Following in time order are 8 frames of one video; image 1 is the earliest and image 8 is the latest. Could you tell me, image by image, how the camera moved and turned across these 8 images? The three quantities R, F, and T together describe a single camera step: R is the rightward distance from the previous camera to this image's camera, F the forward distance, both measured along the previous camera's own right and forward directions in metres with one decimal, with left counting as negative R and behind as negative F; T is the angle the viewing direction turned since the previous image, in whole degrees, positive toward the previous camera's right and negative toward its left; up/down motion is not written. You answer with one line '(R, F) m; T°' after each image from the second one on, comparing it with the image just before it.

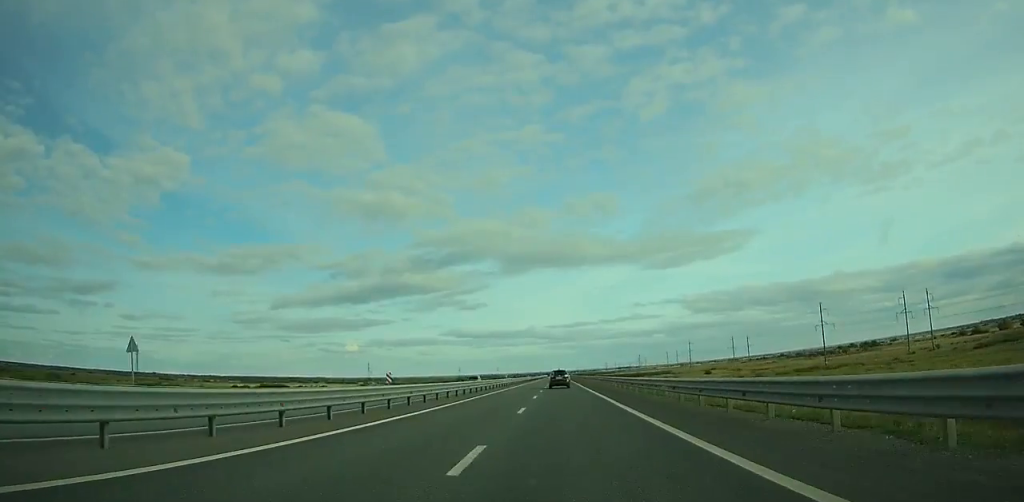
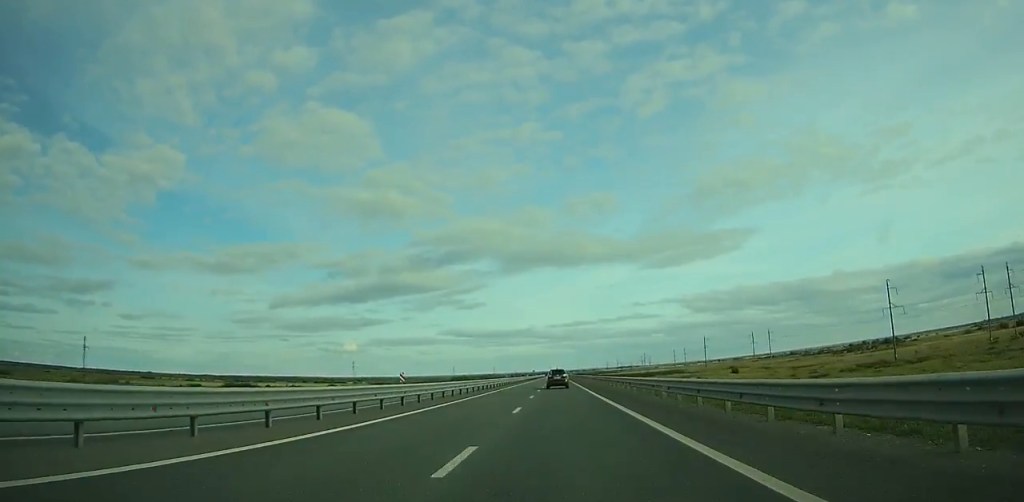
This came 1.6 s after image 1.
(-0.1, +49.0) m; 0°
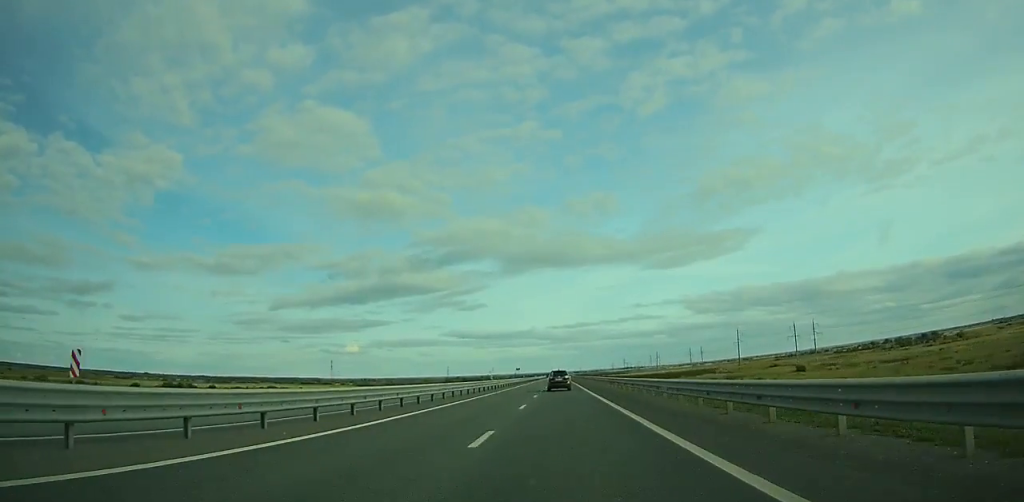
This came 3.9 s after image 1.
(-0.2, +69.8) m; 0°
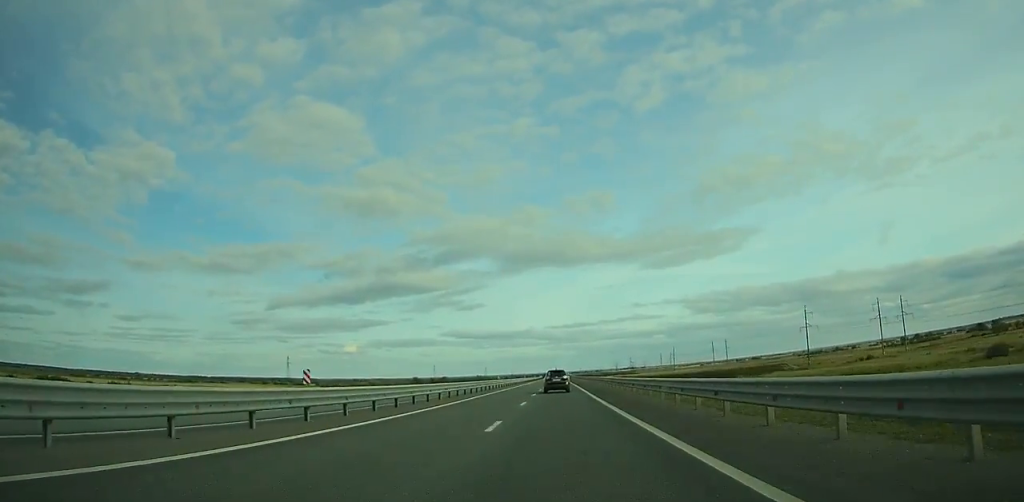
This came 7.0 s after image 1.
(-0.1, +93.1) m; 0°
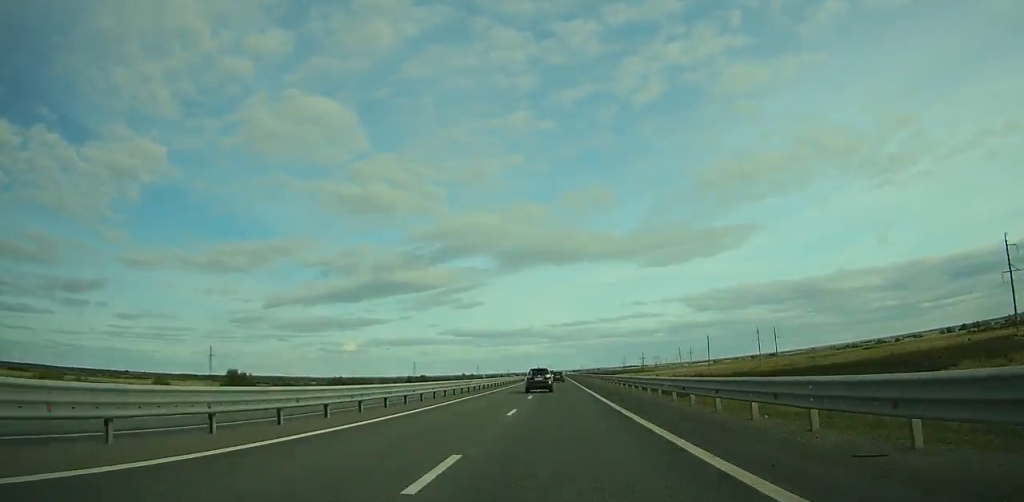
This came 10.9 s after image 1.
(0.0, +115.2) m; 0°
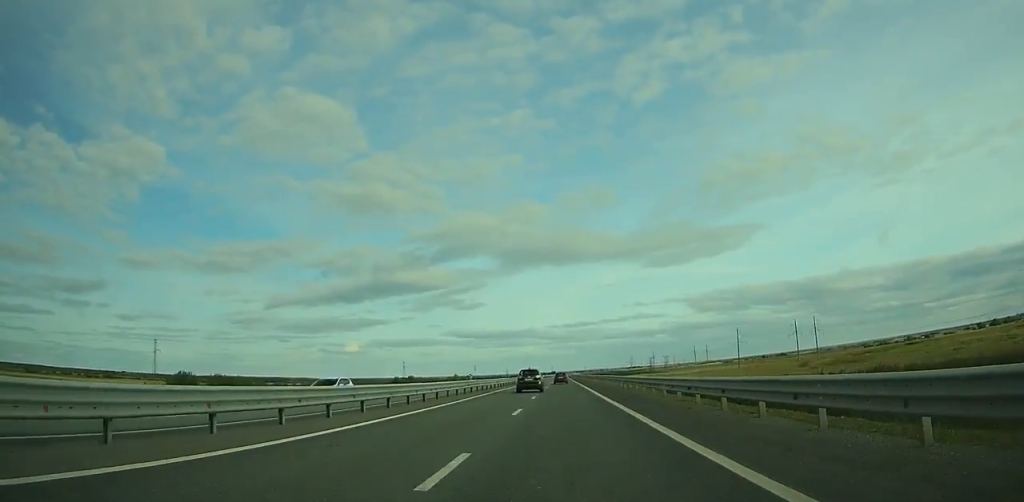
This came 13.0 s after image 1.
(+0.1, +61.2) m; 0°
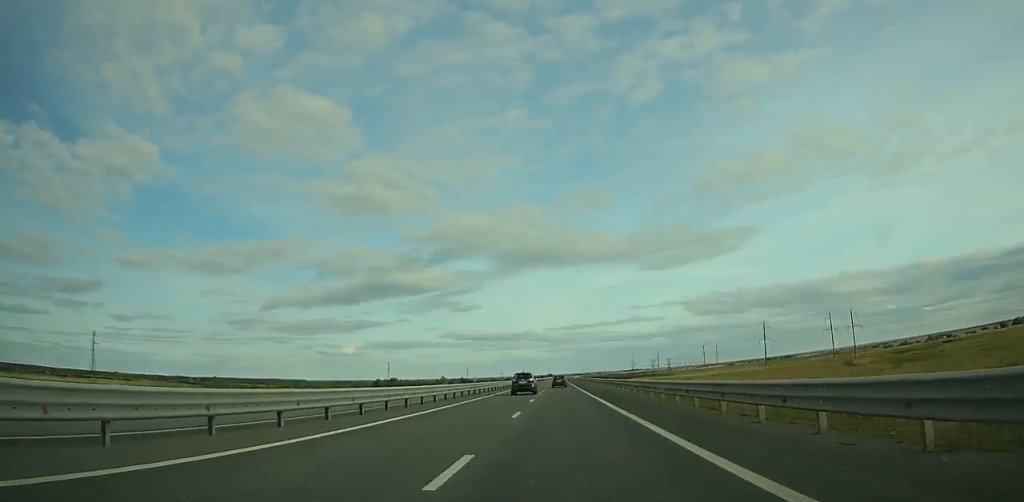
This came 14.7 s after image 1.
(-0.1, +49.0) m; 0°
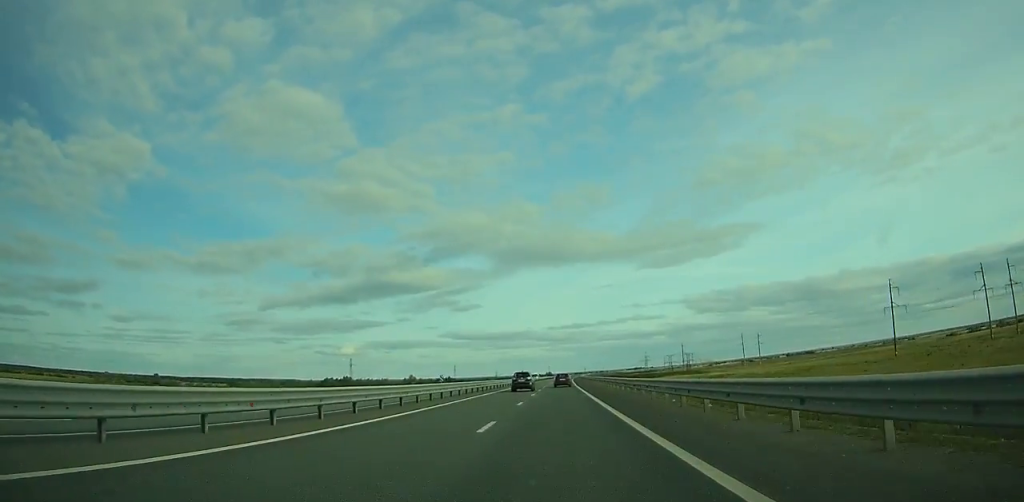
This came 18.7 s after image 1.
(0.0, +114.8) m; 0°
